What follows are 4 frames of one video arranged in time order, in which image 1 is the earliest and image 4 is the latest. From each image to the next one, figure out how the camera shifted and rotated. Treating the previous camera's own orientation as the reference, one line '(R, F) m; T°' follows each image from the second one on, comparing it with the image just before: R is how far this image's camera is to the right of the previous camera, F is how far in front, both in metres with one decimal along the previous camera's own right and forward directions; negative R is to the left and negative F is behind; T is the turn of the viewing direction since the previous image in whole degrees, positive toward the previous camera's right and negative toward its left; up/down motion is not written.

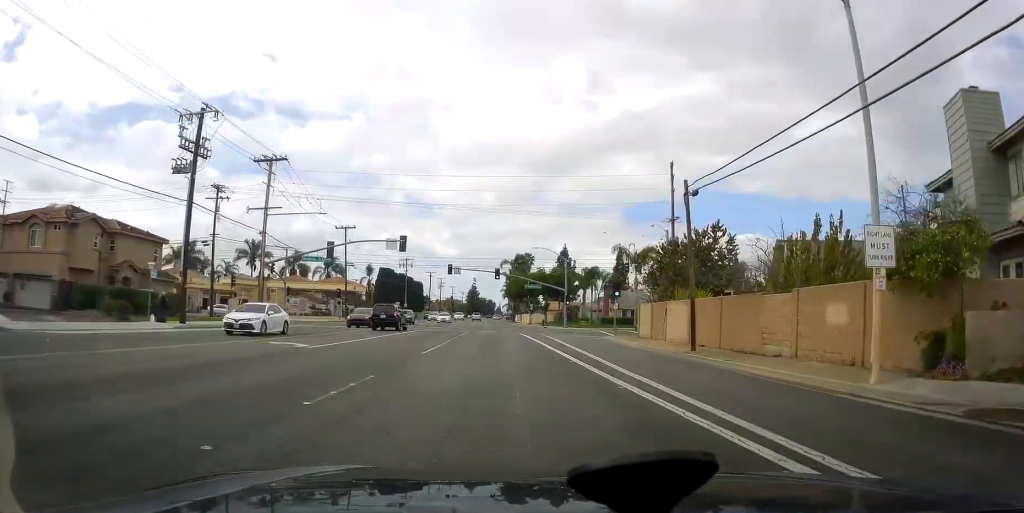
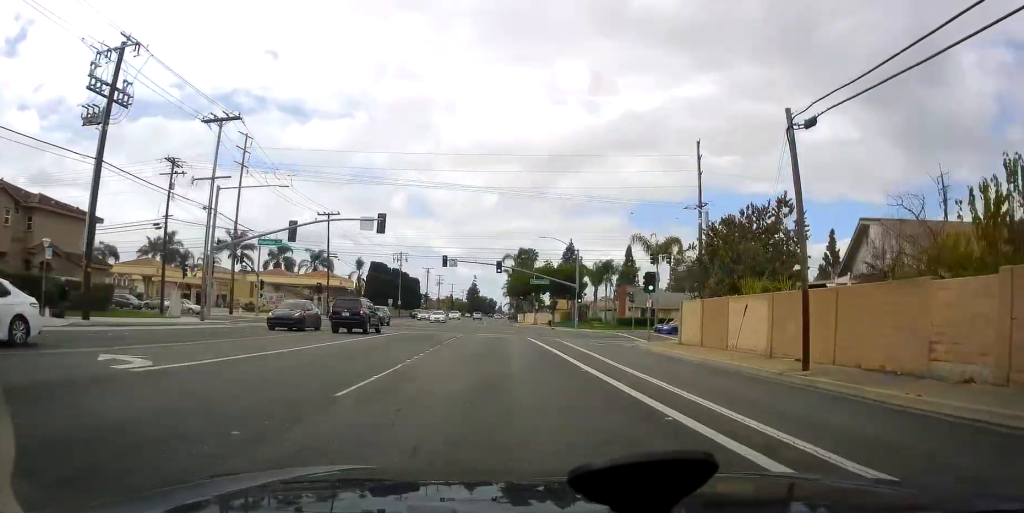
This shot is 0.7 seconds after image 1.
(-0.3, +9.9) m; 0°
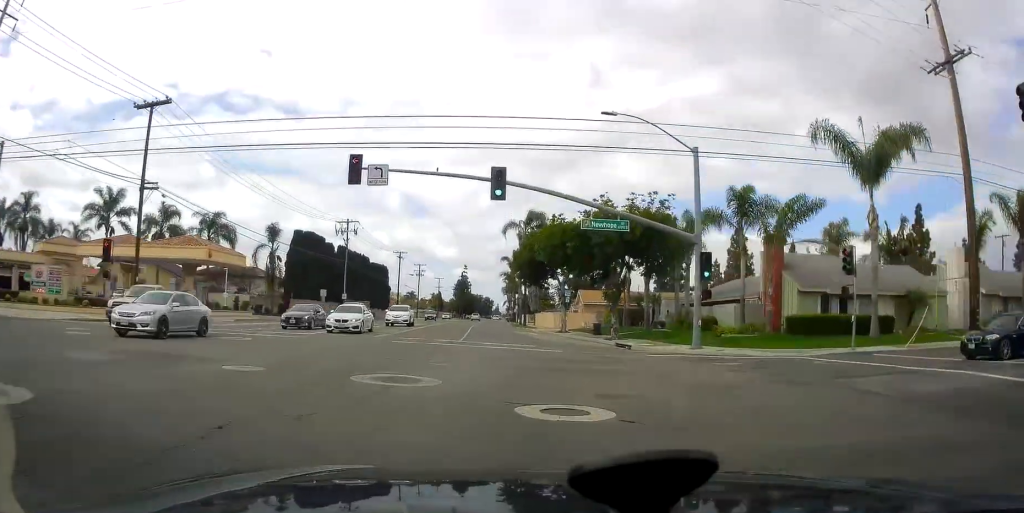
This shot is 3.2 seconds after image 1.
(-0.2, +43.4) m; 0°
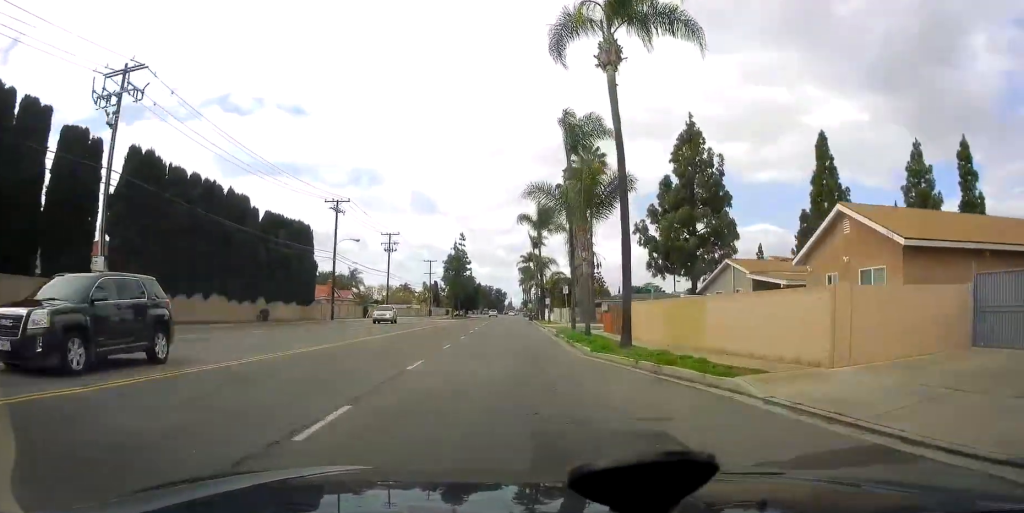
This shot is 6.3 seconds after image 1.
(+0.2, +55.2) m; 0°
